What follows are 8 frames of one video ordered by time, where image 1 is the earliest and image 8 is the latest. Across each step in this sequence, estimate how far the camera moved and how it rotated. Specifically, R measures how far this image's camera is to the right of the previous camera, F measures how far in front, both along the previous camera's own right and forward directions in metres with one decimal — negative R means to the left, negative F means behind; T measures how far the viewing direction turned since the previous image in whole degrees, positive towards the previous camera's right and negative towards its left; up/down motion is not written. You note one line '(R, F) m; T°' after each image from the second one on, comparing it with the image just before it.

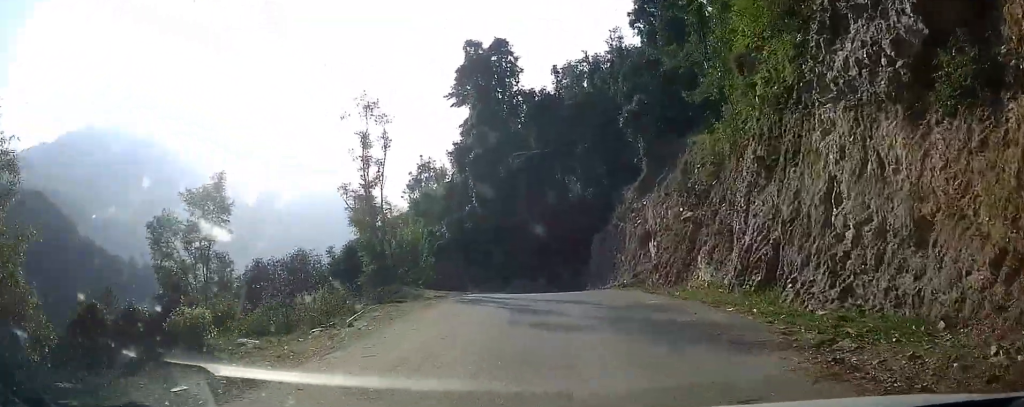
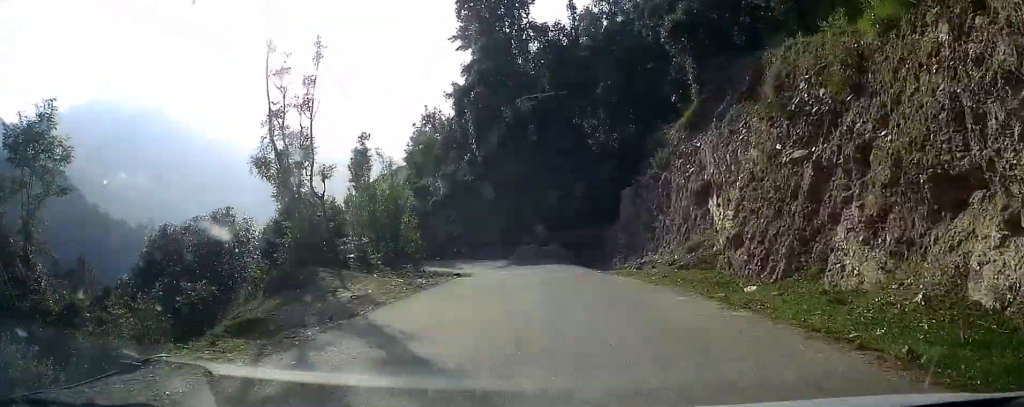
(-0.1, +9.9) m; -3°
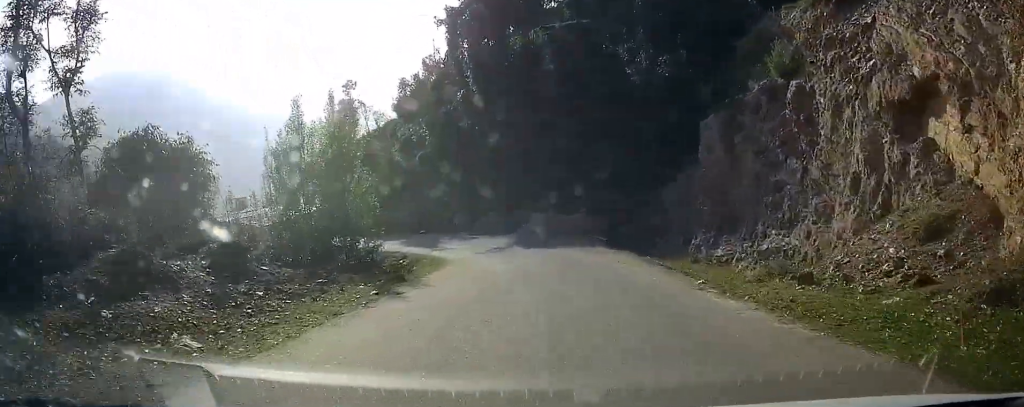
(-0.4, +11.6) m; -3°
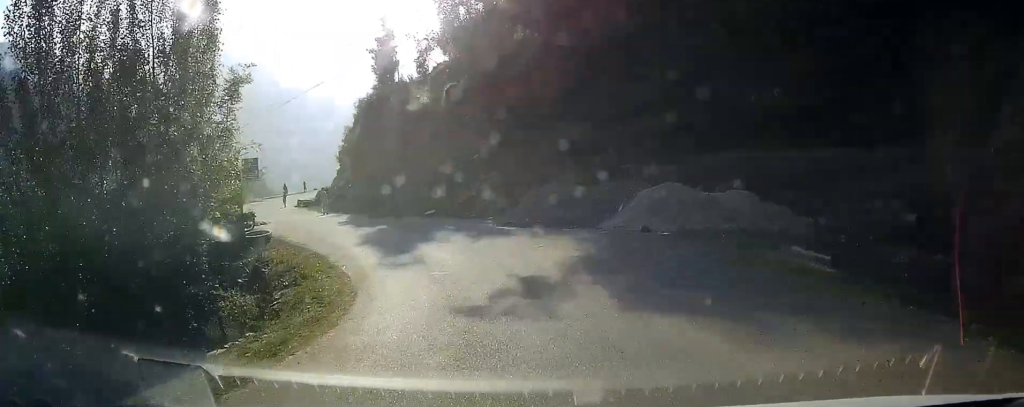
(-0.3, +15.1) m; -4°
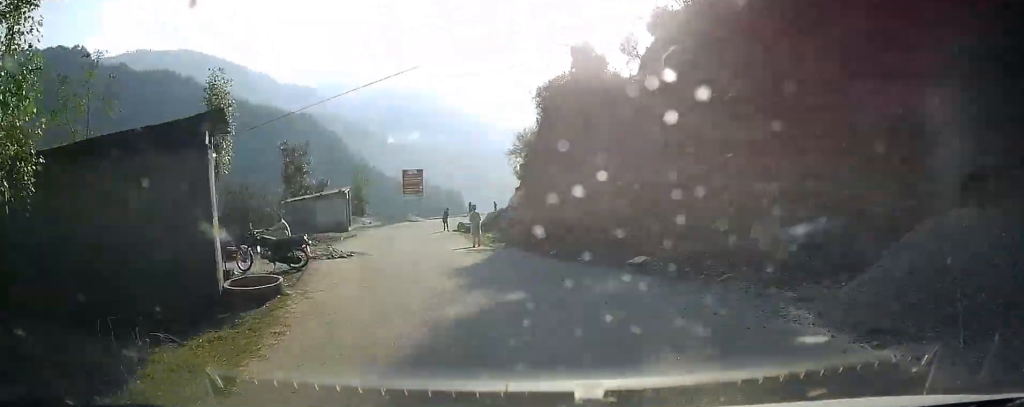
(-0.5, +10.4) m; -12°
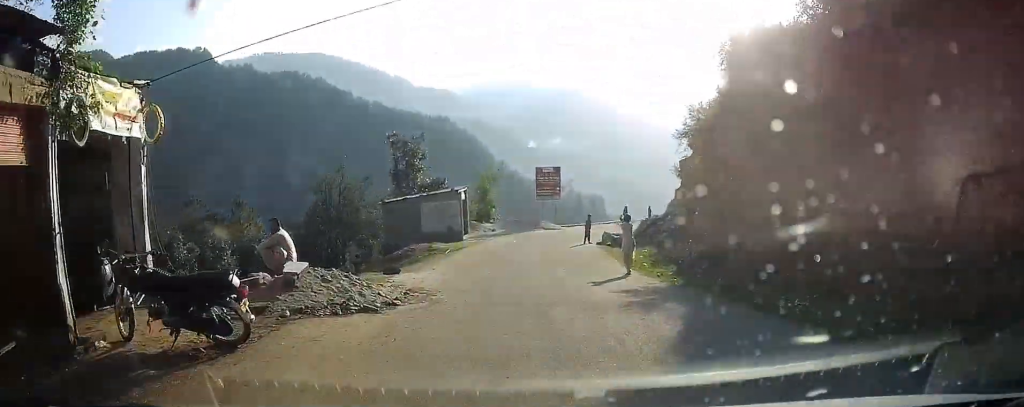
(-0.9, +7.5) m; -11°
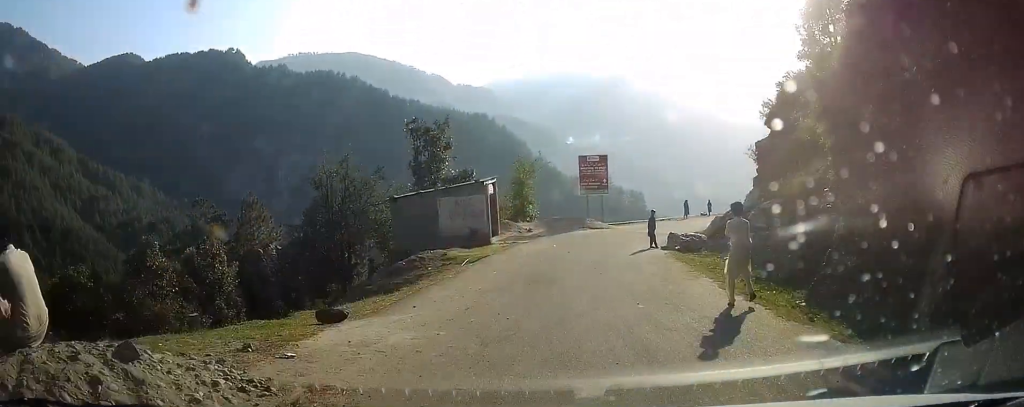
(-0.8, +6.2) m; -10°
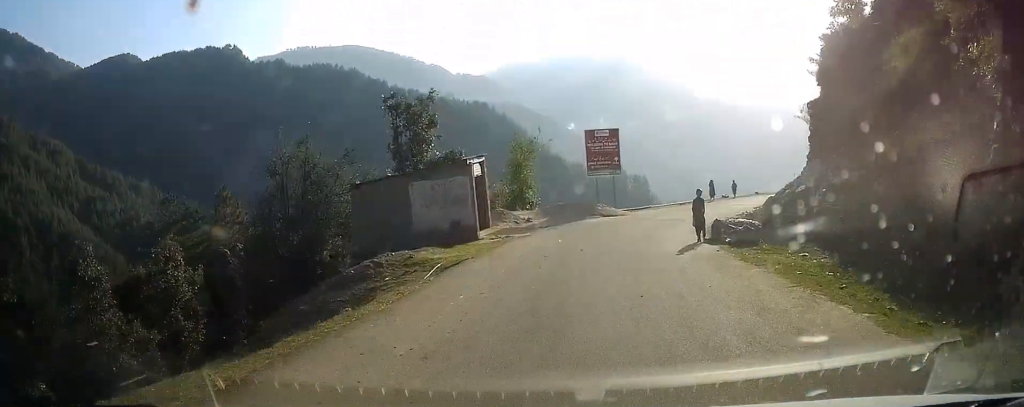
(-0.4, +5.1) m; -4°
